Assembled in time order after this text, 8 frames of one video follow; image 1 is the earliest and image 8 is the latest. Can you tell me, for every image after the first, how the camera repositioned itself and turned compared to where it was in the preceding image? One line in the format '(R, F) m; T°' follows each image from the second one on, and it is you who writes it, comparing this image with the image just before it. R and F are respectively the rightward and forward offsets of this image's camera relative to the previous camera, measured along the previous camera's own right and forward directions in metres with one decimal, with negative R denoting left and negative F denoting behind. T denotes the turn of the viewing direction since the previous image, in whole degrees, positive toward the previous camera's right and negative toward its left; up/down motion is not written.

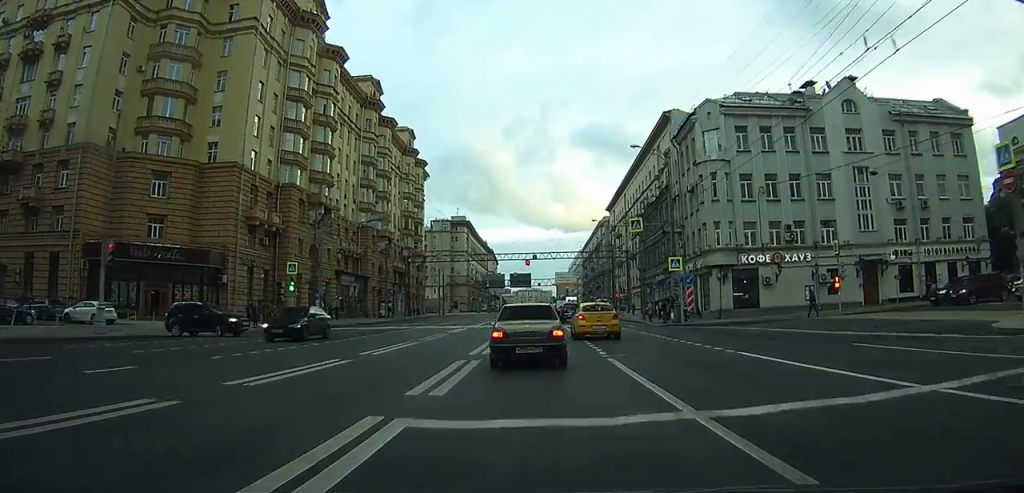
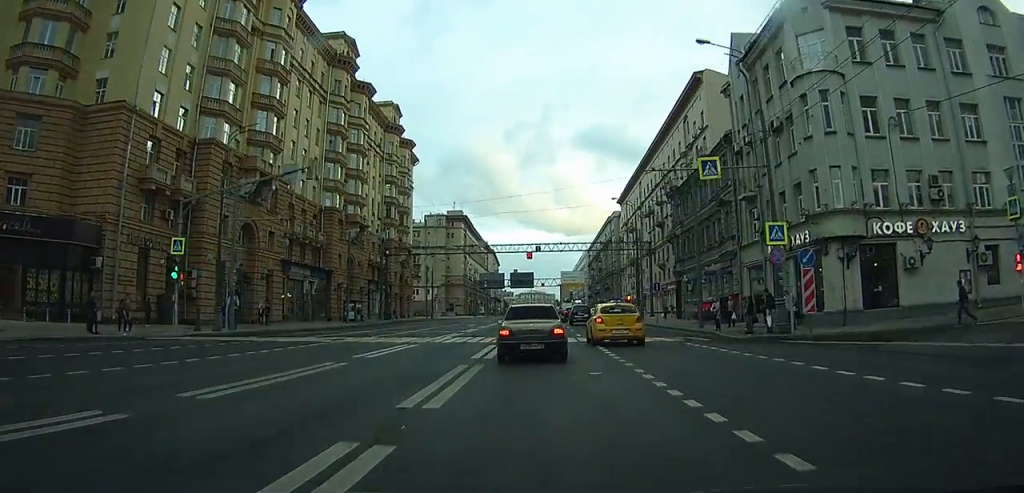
(+0.1, +16.8) m; 0°
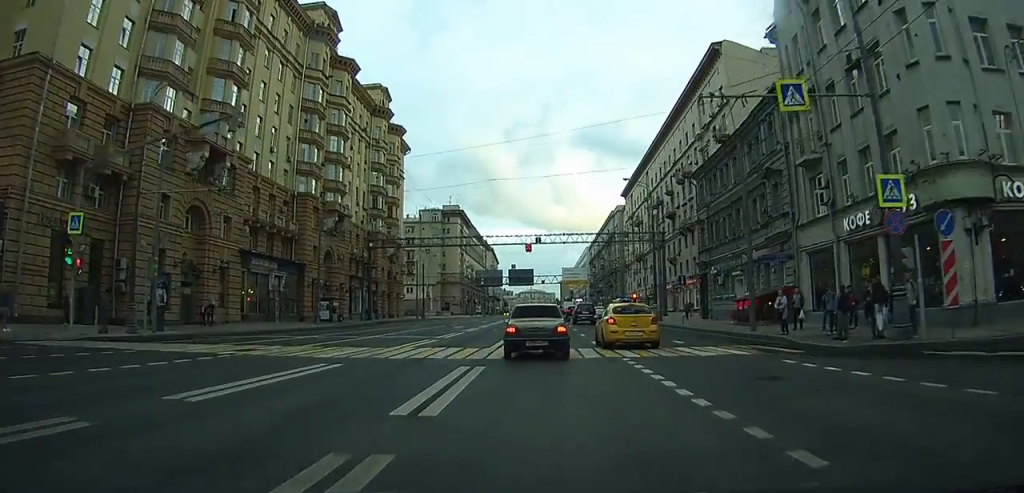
(0.0, +8.4) m; 0°
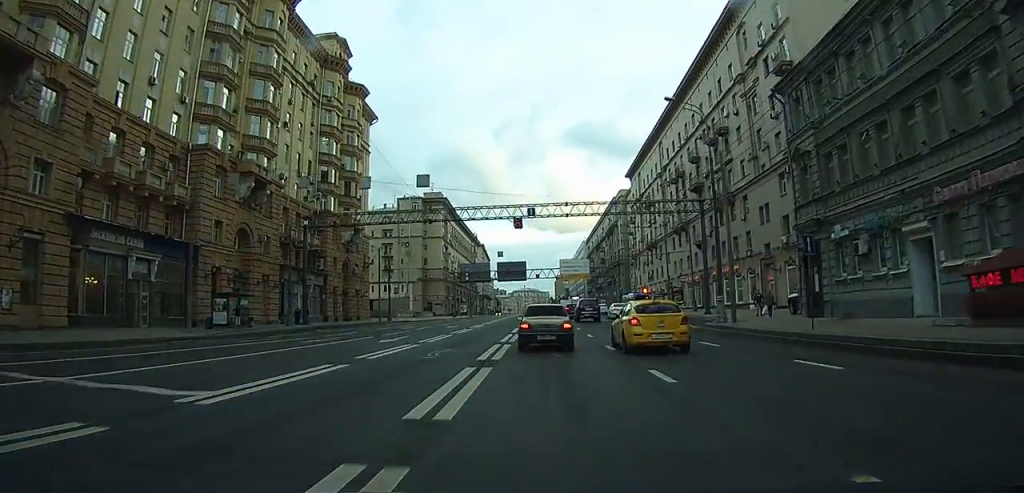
(0.0, +20.2) m; +1°
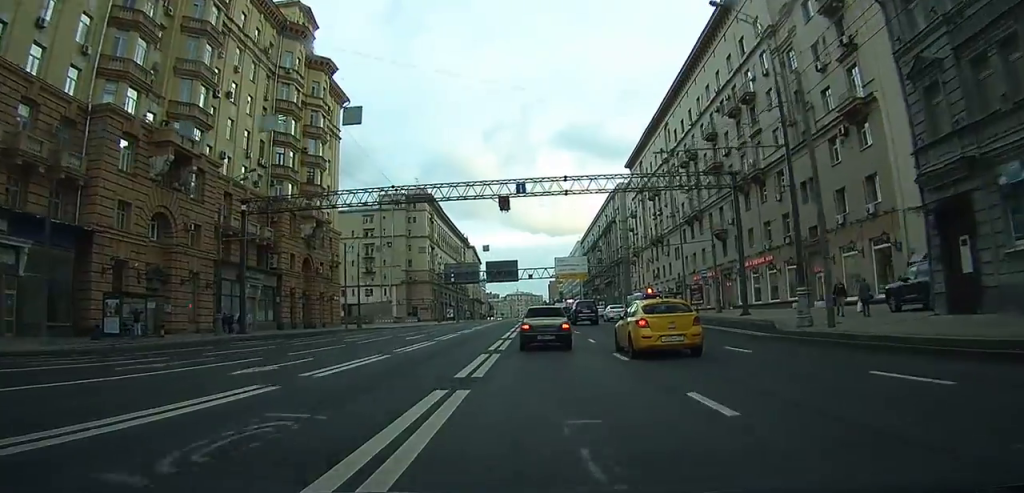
(+0.1, +11.4) m; +1°
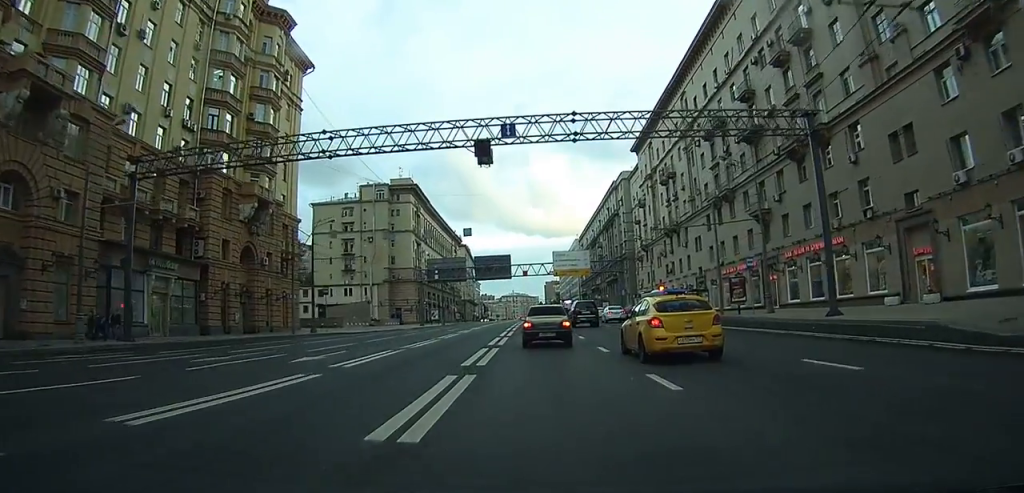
(+0.1, +13.7) m; +1°
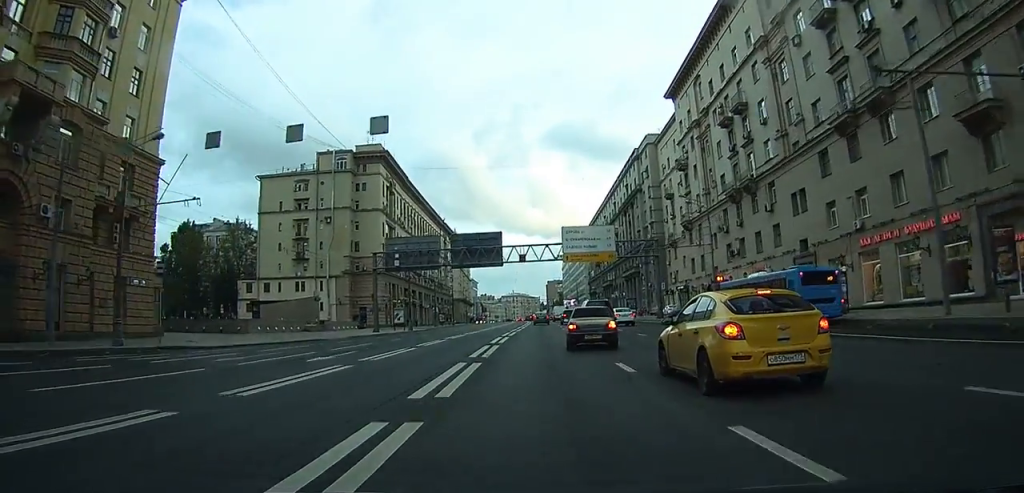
(+0.2, +28.9) m; +1°
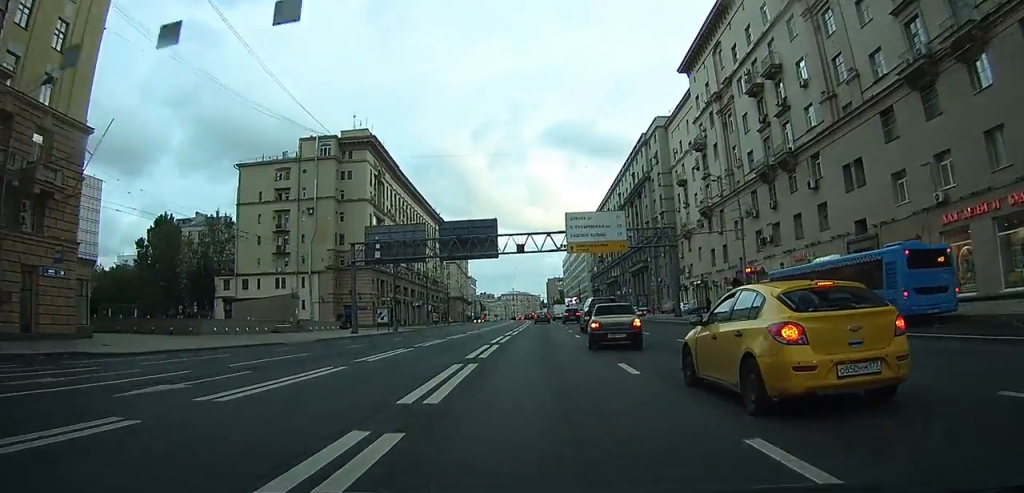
(+0.1, +8.5) m; 0°
